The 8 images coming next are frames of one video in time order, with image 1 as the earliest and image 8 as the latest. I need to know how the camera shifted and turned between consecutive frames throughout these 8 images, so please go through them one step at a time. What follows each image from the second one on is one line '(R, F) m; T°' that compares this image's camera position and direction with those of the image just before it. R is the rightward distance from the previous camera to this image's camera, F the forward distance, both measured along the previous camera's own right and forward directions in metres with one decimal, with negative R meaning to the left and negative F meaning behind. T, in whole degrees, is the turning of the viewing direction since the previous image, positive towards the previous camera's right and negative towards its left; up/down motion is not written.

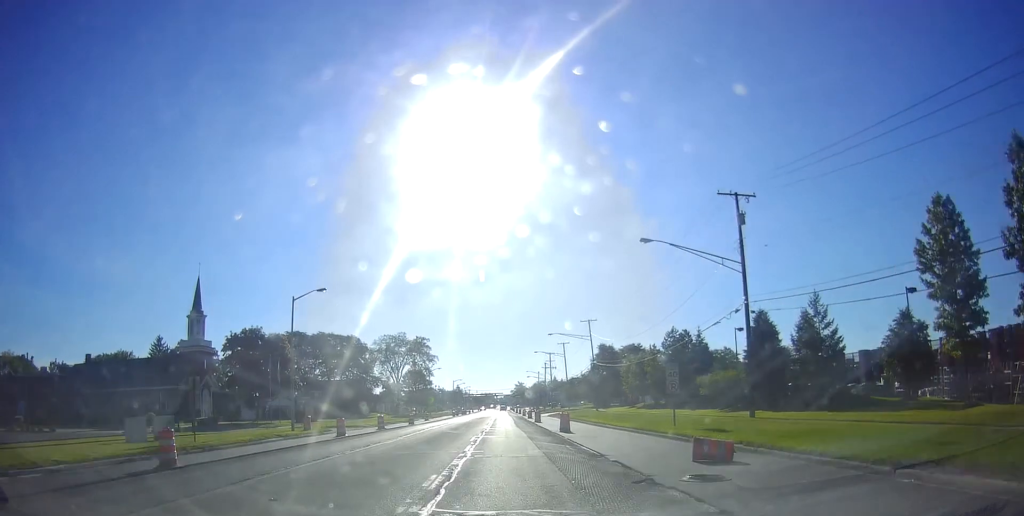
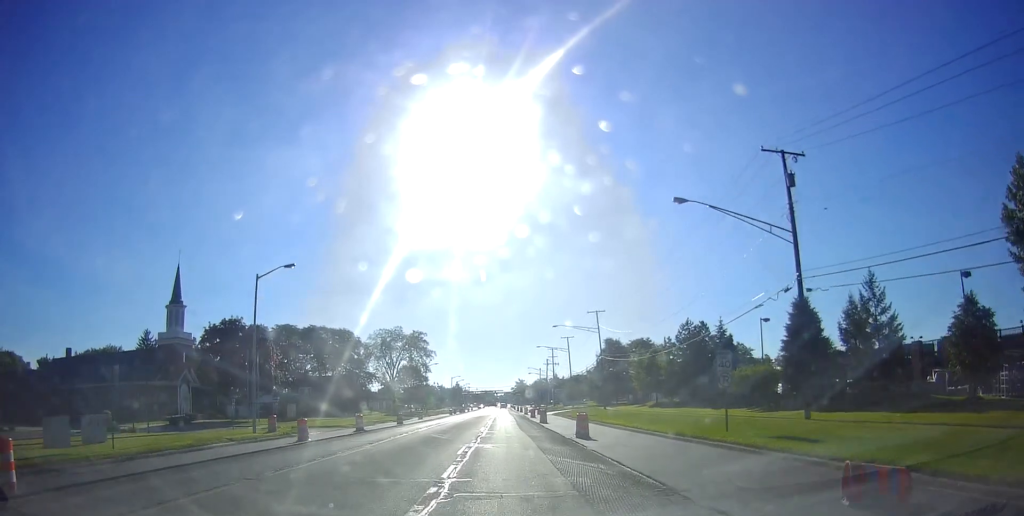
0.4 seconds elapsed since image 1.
(0.0, +6.5) m; 0°
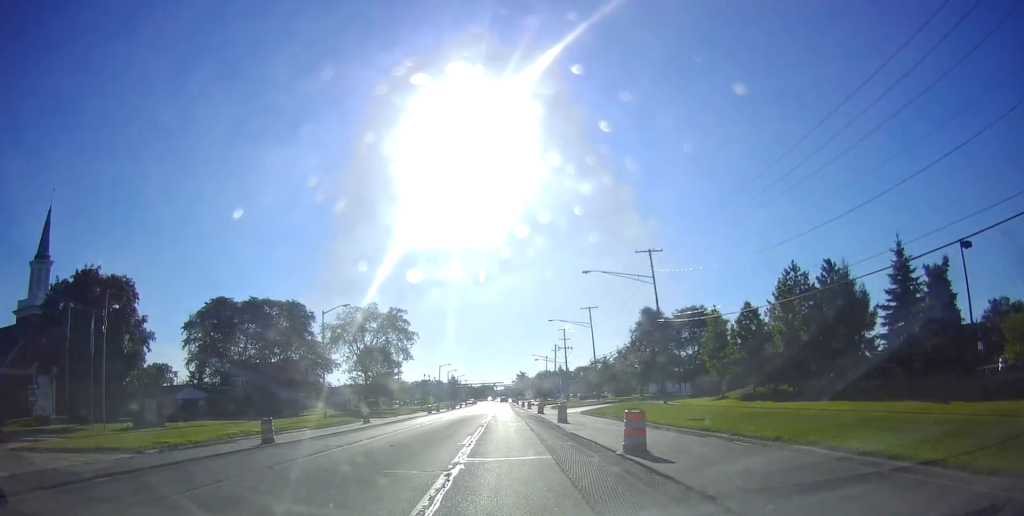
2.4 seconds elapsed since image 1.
(+0.8, +29.7) m; +2°
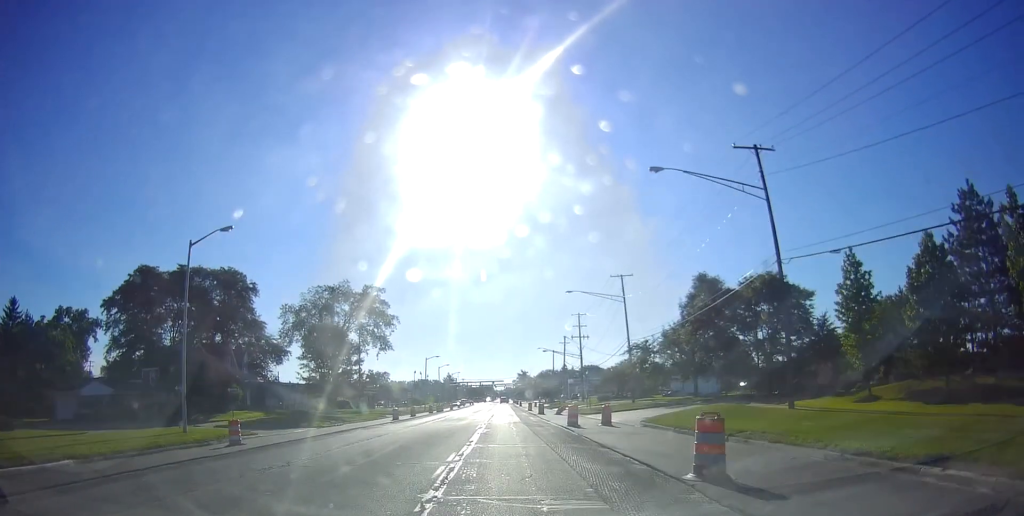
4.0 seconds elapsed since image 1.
(0.0, +22.5) m; 0°
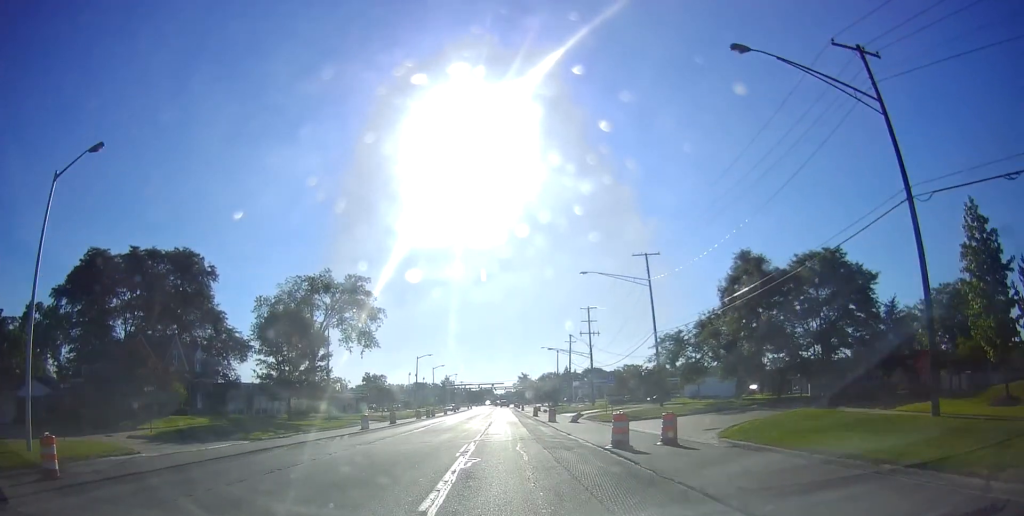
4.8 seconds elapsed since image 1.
(0.0, +11.0) m; -1°
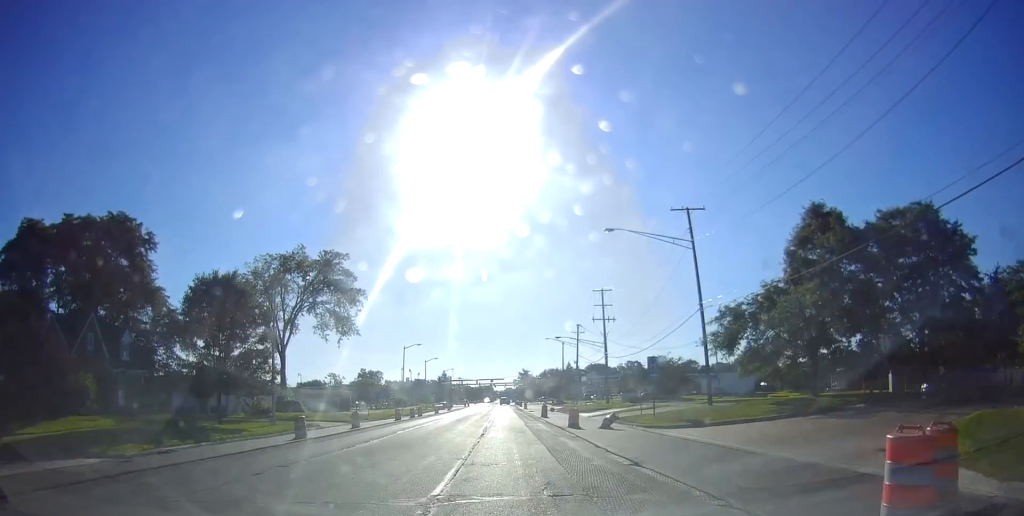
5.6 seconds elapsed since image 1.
(-0.2, +12.4) m; -1°
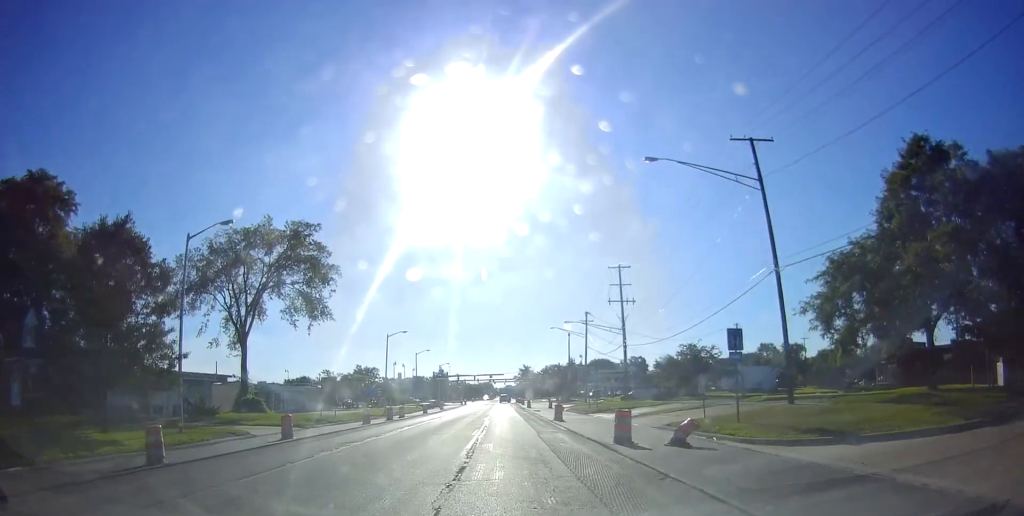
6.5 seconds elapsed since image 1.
(-0.2, +11.7) m; 0°
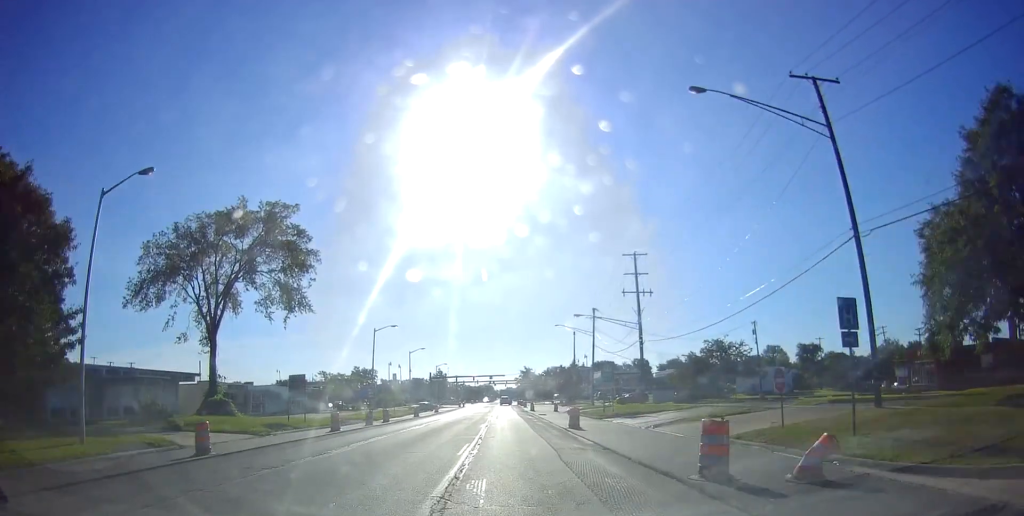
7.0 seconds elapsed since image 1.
(+0.3, +7.4) m; 0°
